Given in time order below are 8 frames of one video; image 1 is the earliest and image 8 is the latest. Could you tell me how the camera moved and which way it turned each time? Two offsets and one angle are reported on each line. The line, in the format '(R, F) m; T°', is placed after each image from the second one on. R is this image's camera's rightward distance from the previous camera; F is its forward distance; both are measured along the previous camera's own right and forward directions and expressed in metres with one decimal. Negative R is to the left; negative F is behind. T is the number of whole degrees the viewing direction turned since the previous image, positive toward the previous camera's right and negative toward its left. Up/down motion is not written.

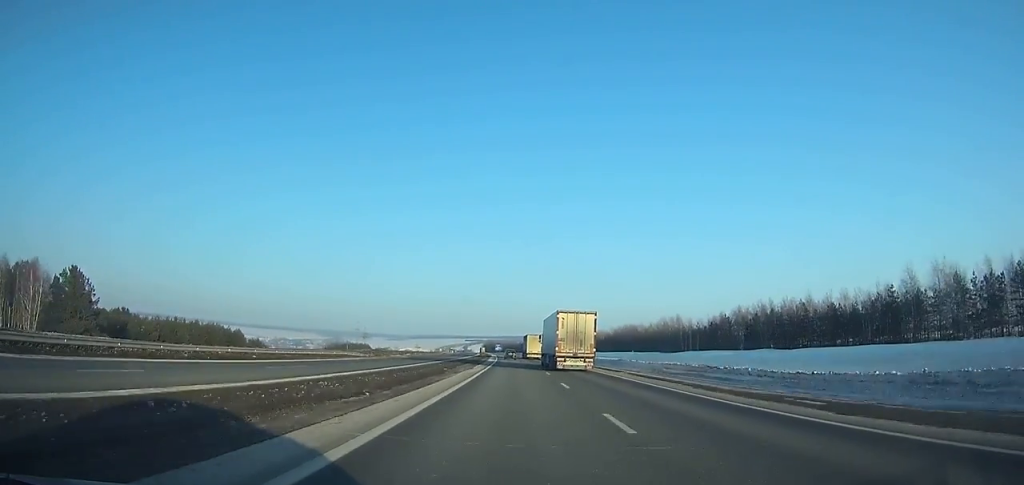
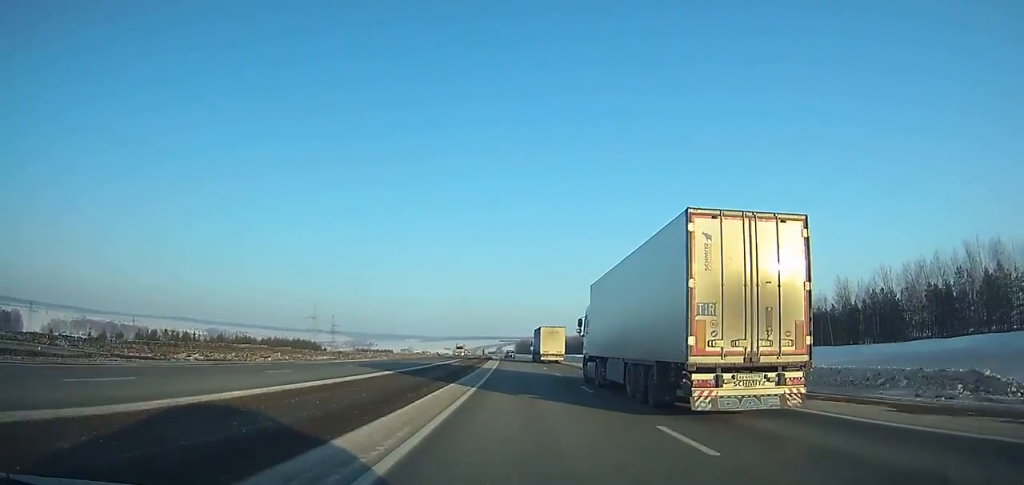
(-6.5, +193.5) m; -3°
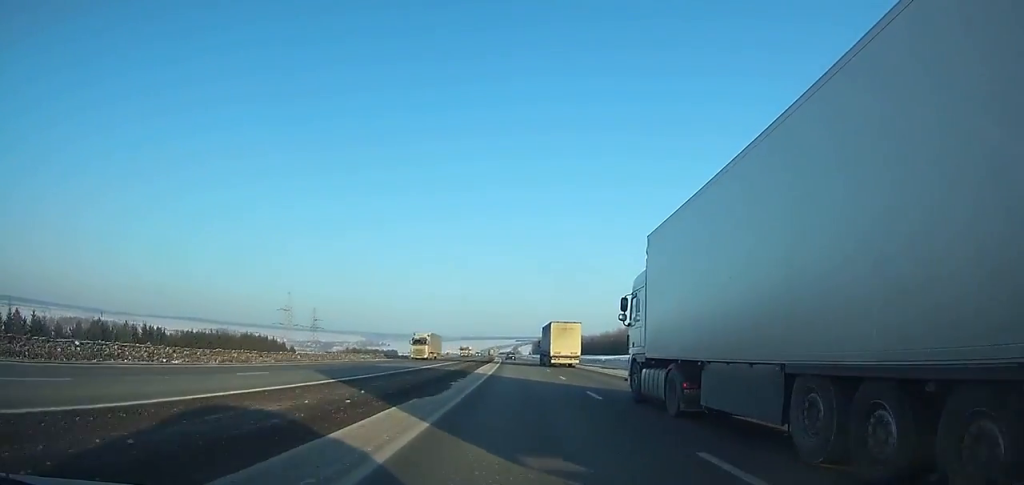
(0.0, +61.6) m; -1°
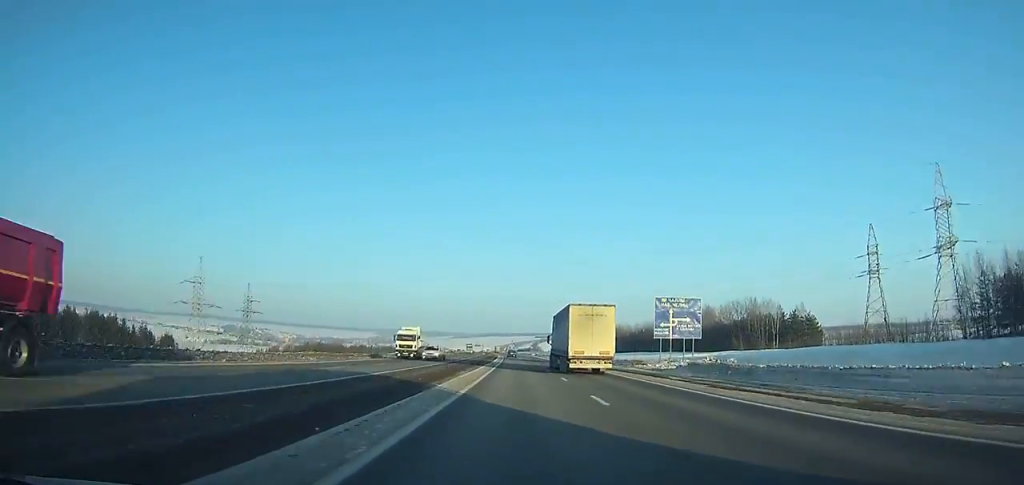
(-2.1, +96.6) m; -2°
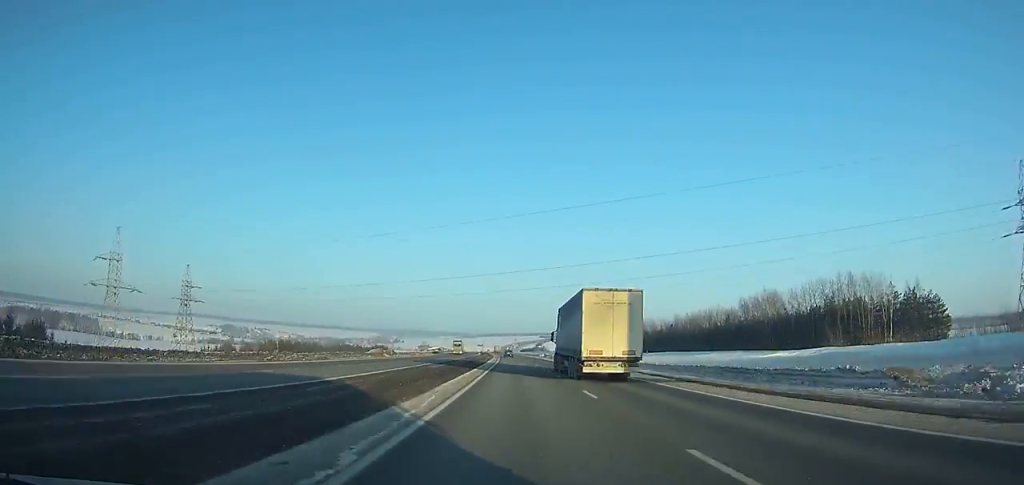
(-0.3, +45.5) m; -1°
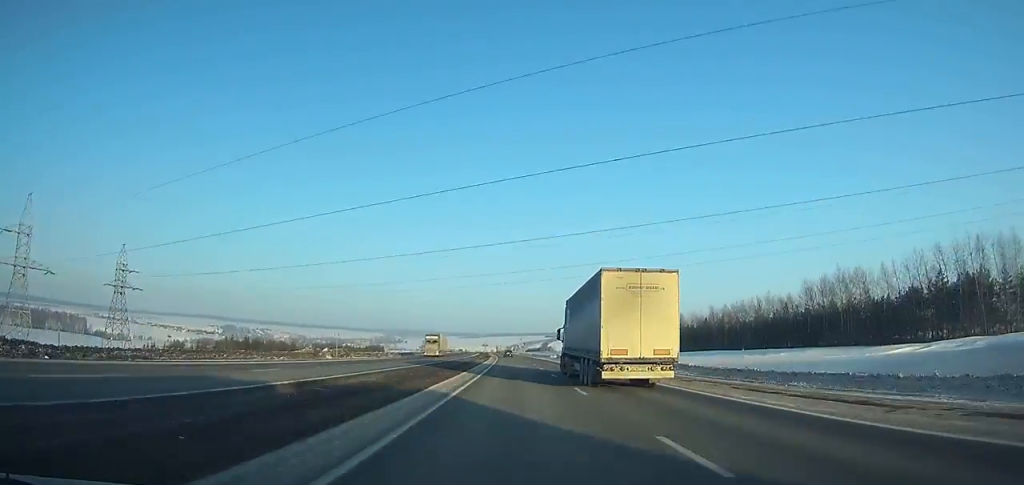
(-0.4, +34.8) m; -1°
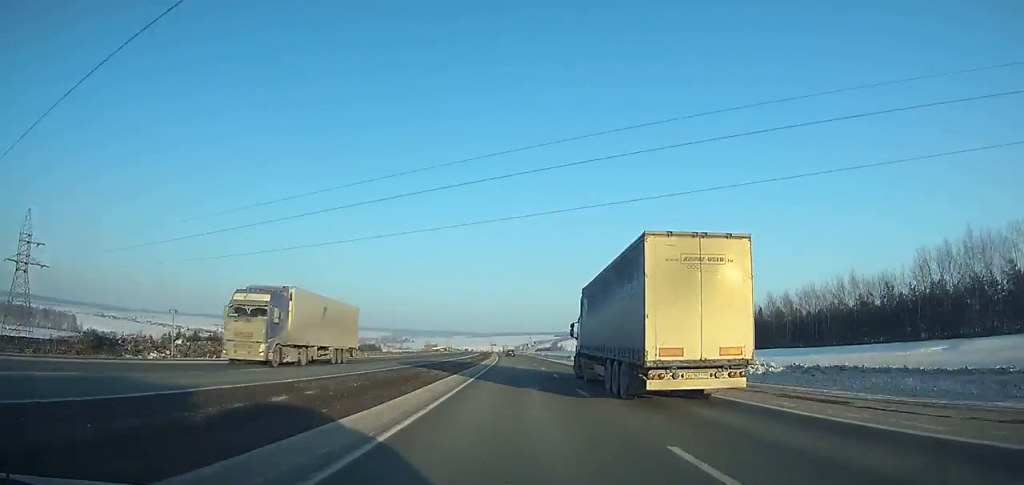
(-0.3, +37.4) m; -1°
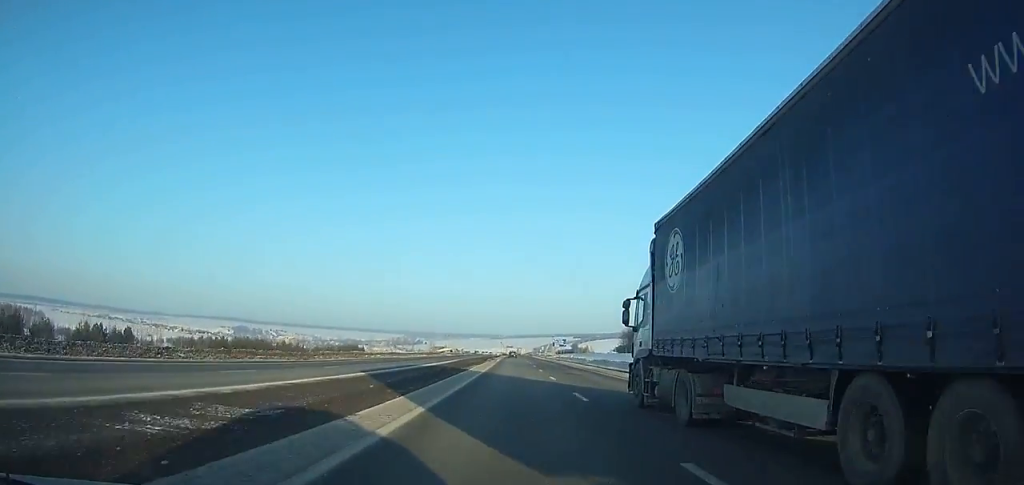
(-1.2, +85.3) m; -1°
